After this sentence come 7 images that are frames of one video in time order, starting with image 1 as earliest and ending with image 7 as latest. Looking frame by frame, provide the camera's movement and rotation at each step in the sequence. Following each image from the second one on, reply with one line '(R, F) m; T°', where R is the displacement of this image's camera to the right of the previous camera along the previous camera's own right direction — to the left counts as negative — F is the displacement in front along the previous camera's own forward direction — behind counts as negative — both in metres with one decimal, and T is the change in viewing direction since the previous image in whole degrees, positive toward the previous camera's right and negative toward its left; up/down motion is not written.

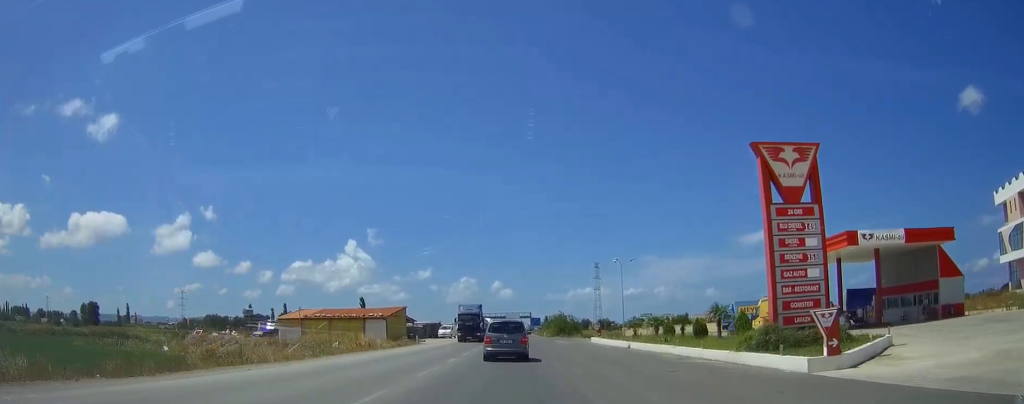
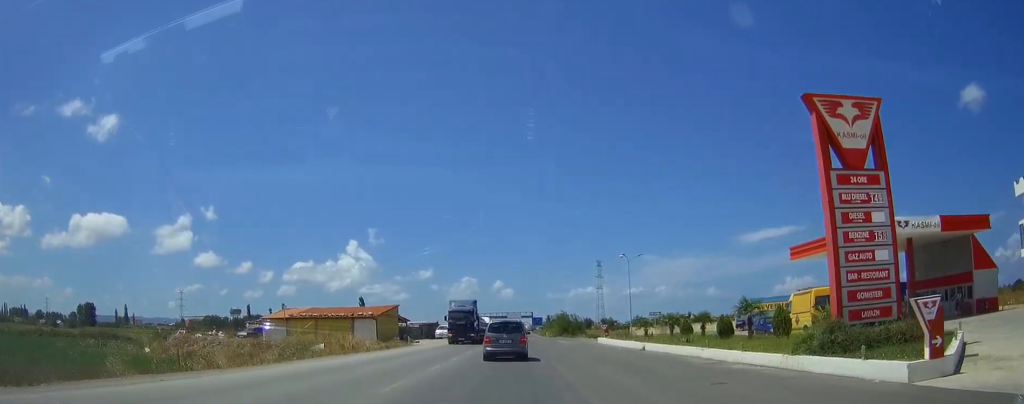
(0.0, +4.7) m; 0°
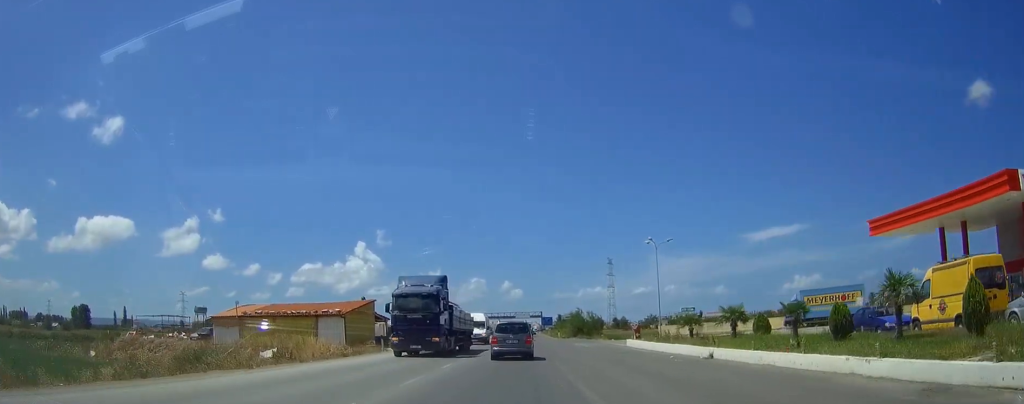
(+0.2, +12.3) m; 0°
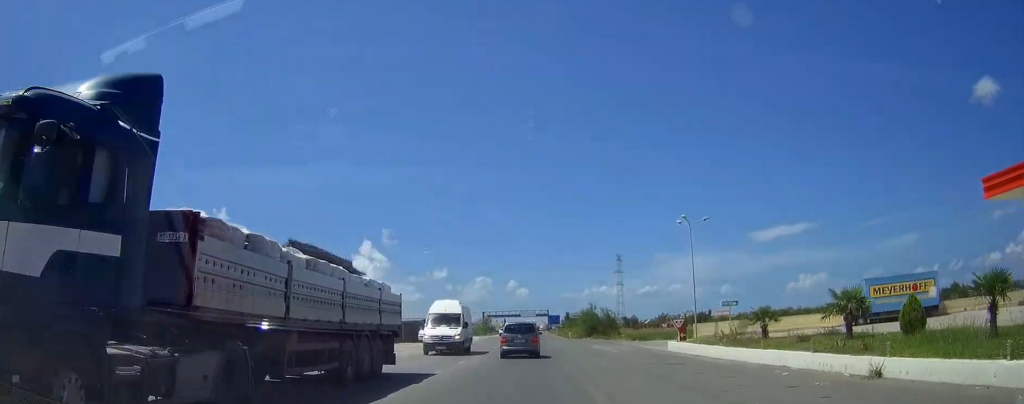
(-0.1, +12.2) m; -1°
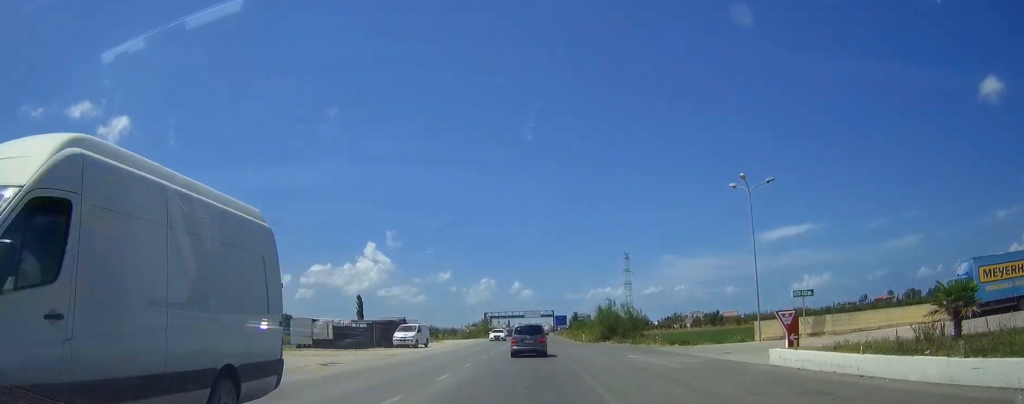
(-0.1, +14.2) m; 0°
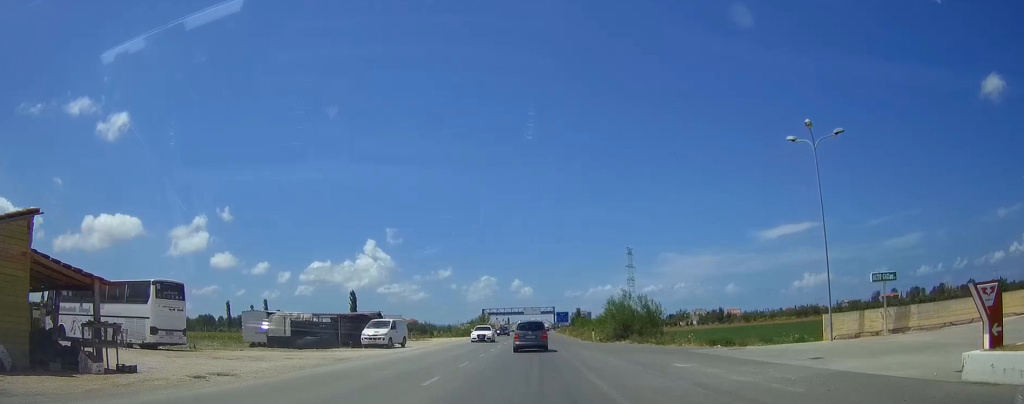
(0.0, +10.2) m; 0°
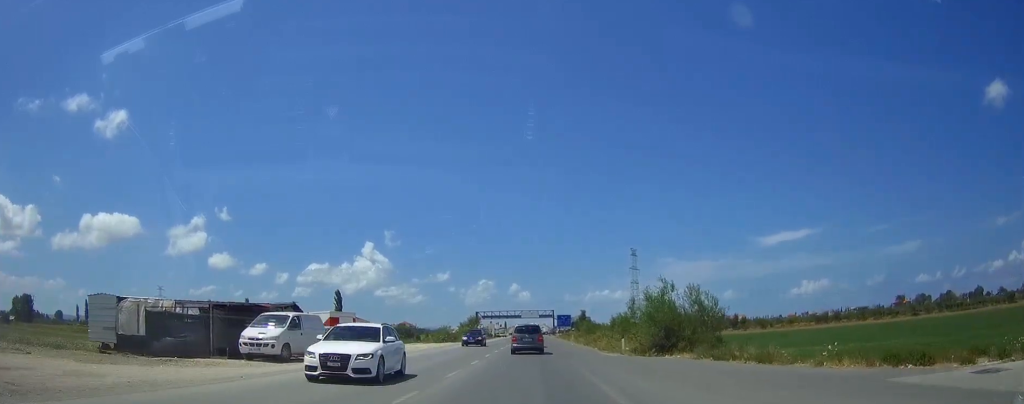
(-0.1, +18.0) m; 0°
